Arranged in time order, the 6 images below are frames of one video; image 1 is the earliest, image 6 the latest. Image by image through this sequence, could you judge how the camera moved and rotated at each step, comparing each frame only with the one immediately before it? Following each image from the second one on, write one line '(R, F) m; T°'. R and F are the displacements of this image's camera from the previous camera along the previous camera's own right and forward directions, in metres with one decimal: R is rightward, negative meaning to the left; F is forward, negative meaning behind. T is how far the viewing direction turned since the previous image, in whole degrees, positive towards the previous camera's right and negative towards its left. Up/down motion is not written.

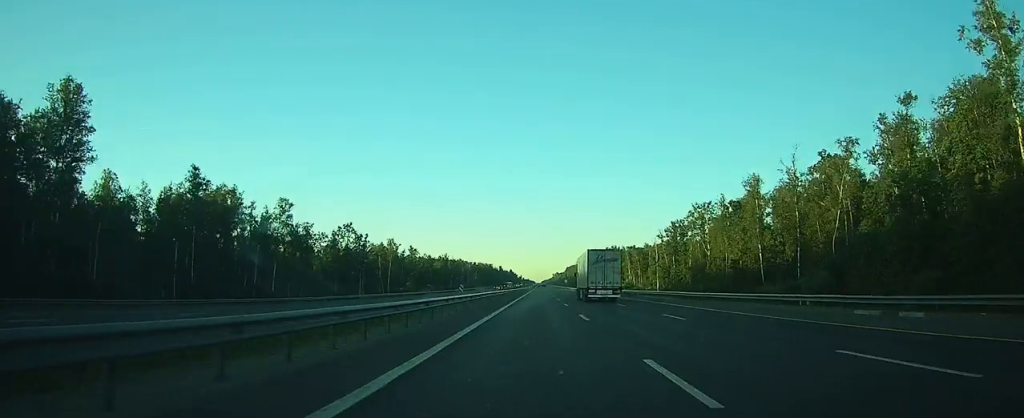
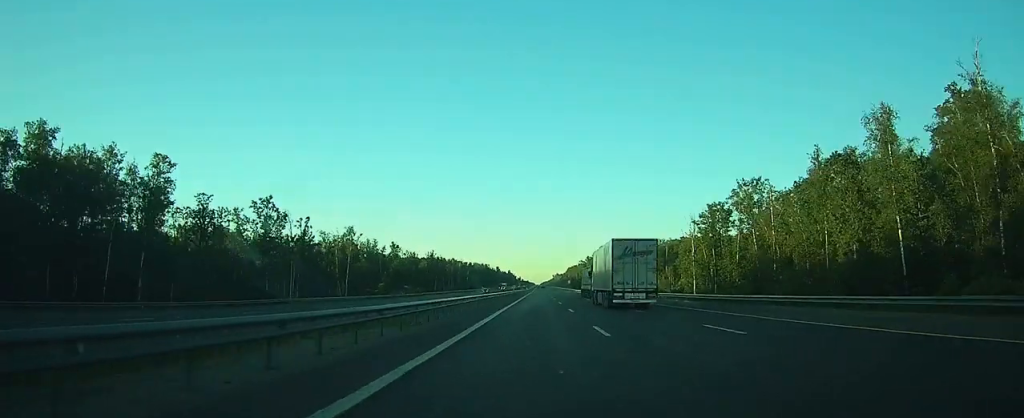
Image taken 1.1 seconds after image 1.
(0.0, +38.3) m; 0°
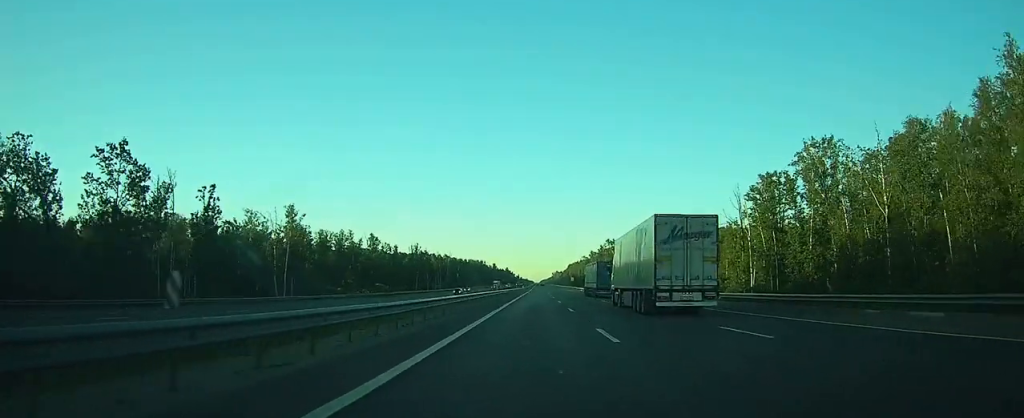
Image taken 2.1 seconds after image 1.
(0.0, +34.0) m; 0°
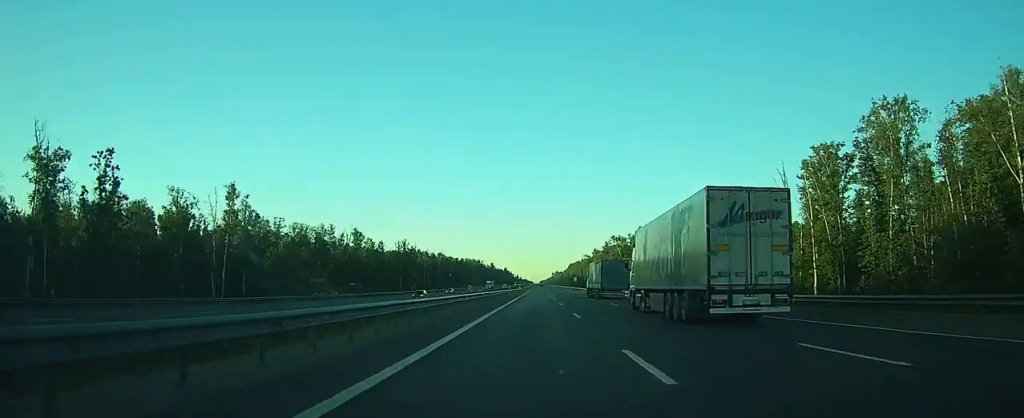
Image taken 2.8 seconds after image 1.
(0.0, +21.6) m; 0°
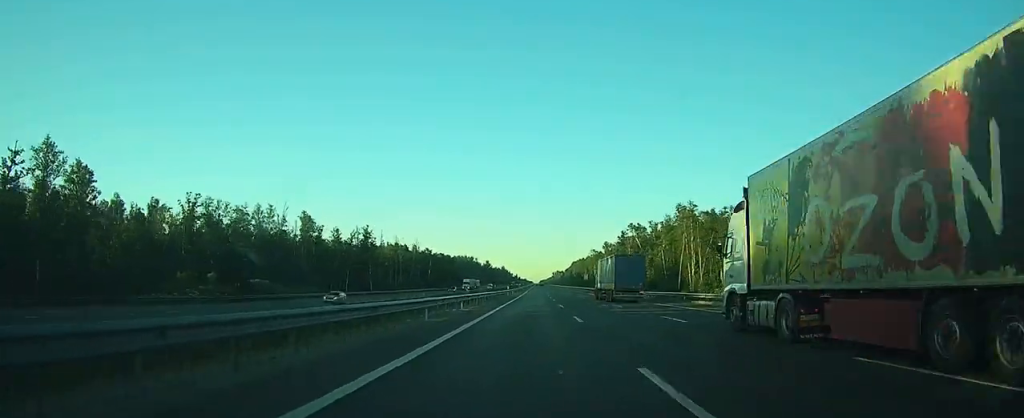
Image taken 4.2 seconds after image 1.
(-0.1, +50.3) m; 0°
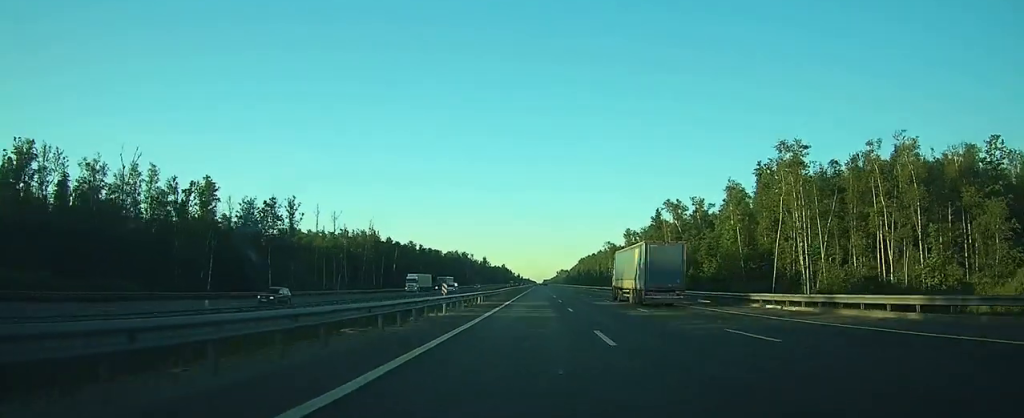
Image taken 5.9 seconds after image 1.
(+0.1, +56.3) m; 0°
